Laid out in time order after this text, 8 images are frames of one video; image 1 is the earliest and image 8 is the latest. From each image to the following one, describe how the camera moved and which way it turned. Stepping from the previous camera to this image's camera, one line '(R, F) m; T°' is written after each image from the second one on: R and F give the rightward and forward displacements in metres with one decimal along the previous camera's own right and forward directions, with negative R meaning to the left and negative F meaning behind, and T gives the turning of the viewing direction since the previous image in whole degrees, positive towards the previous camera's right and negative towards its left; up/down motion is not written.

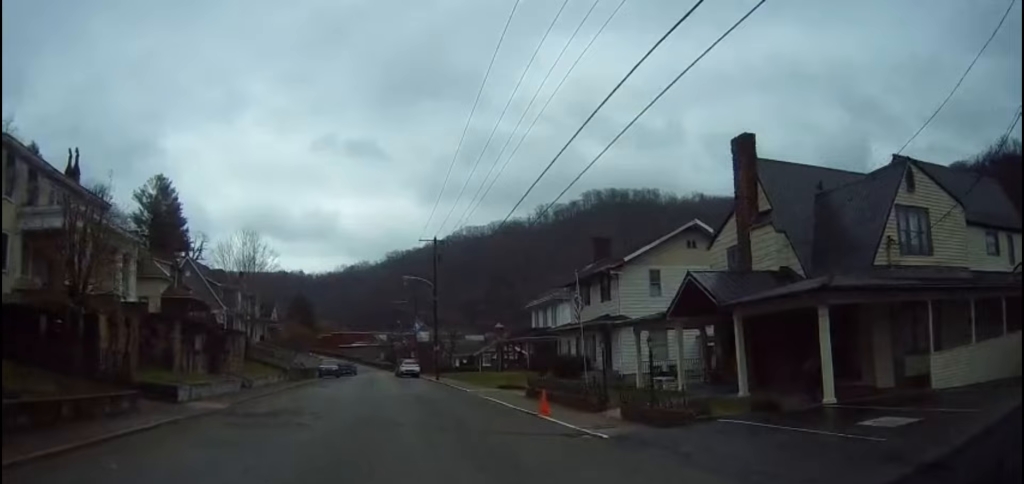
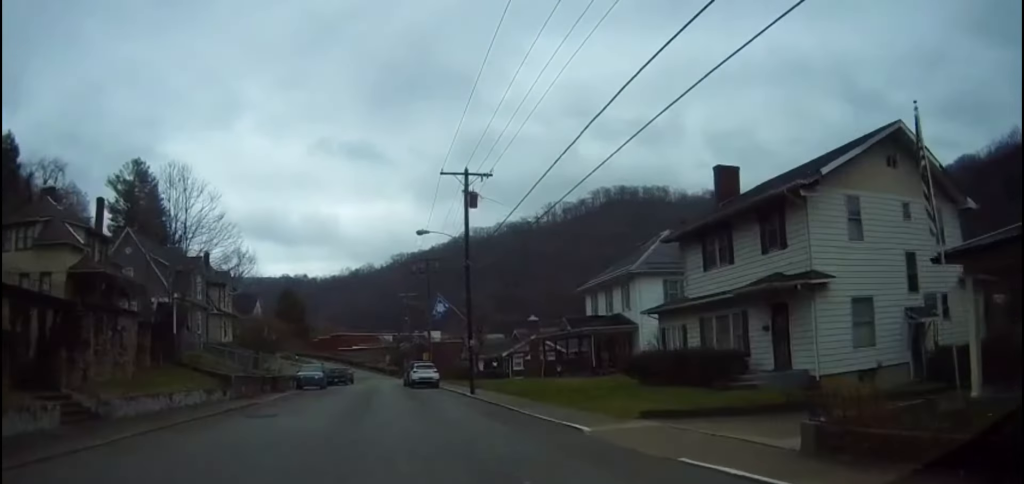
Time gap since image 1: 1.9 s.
(+0.5, +18.0) m; +1°
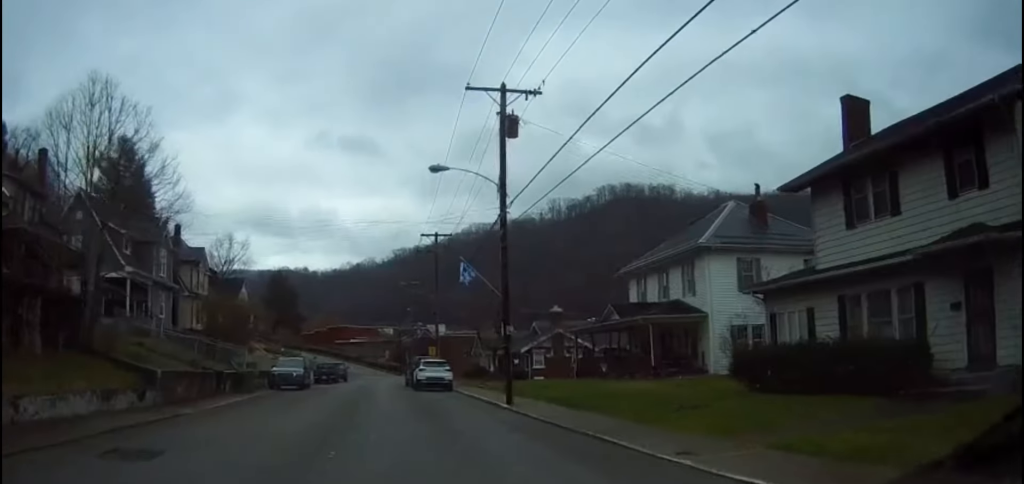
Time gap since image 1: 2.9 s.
(0.0, +9.7) m; 0°
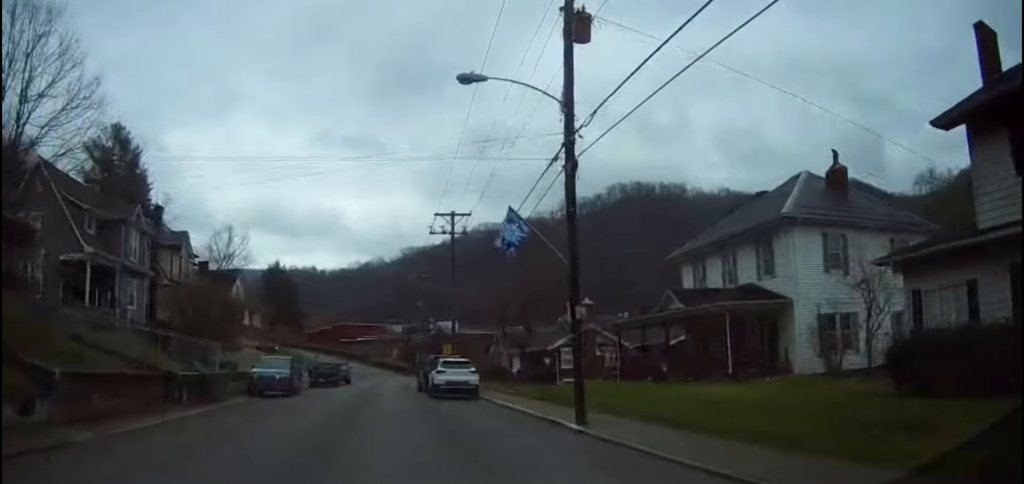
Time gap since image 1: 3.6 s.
(+0.2, +7.1) m; -1°
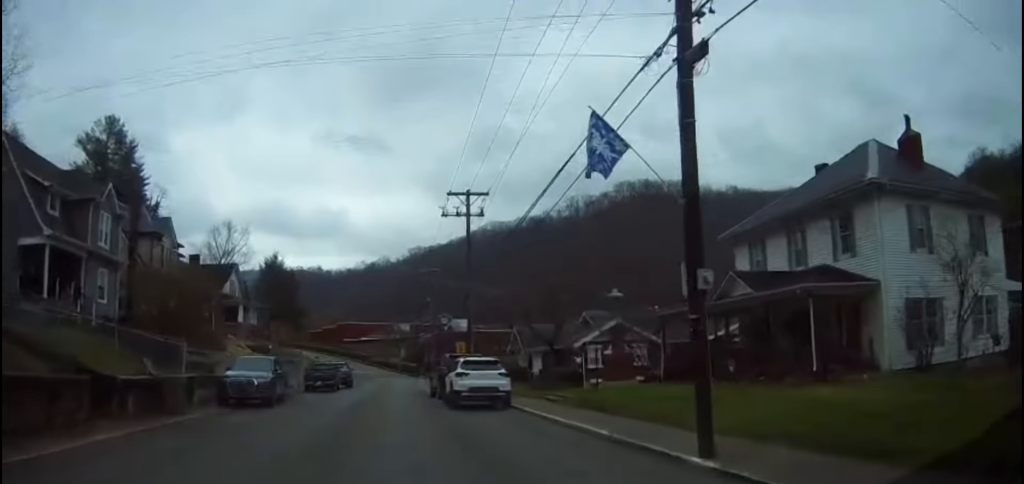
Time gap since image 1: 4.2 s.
(-0.2, +5.5) m; -2°
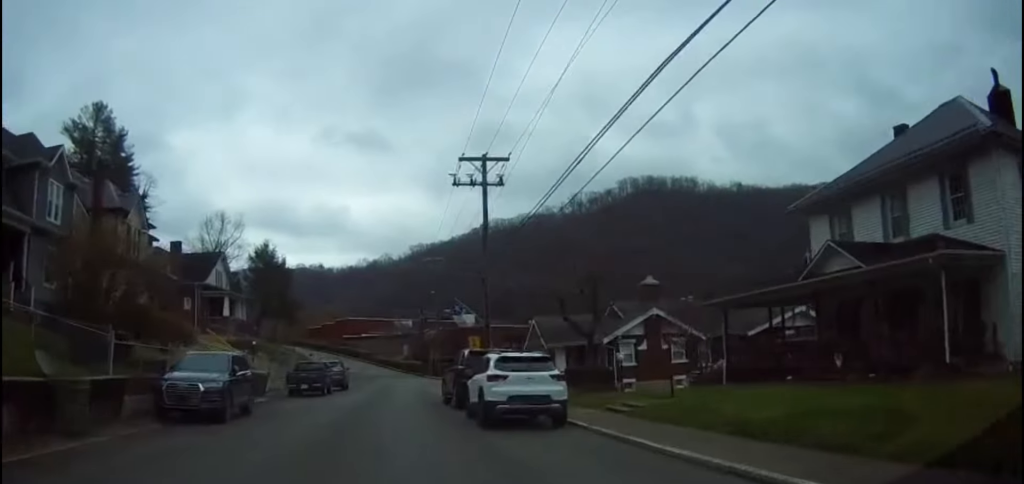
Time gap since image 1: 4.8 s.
(-0.1, +6.4) m; -1°
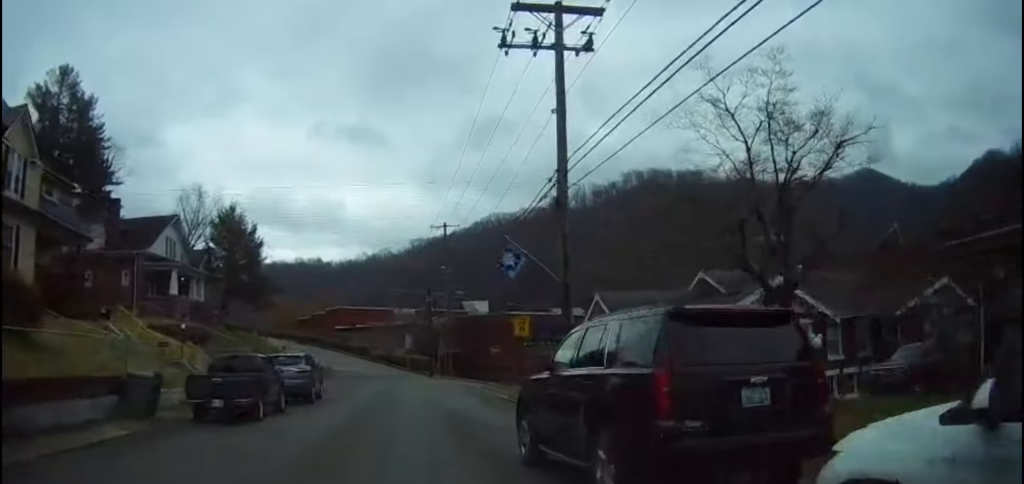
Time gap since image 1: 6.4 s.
(+0.1, +14.7) m; 0°
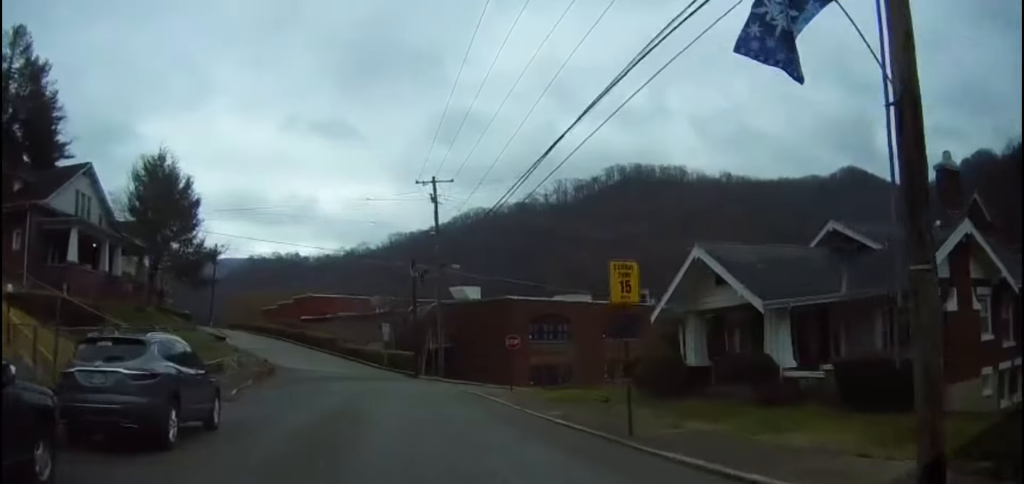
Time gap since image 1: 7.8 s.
(0.0, +13.2) m; 0°
